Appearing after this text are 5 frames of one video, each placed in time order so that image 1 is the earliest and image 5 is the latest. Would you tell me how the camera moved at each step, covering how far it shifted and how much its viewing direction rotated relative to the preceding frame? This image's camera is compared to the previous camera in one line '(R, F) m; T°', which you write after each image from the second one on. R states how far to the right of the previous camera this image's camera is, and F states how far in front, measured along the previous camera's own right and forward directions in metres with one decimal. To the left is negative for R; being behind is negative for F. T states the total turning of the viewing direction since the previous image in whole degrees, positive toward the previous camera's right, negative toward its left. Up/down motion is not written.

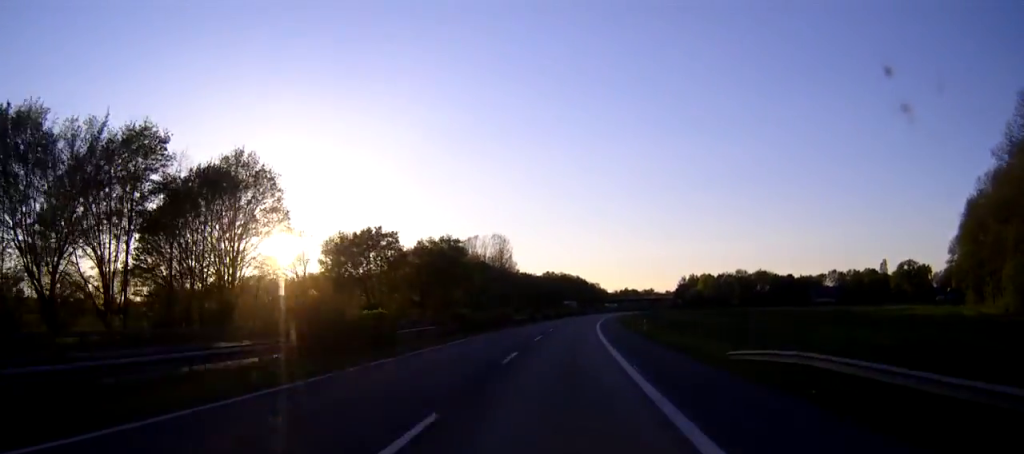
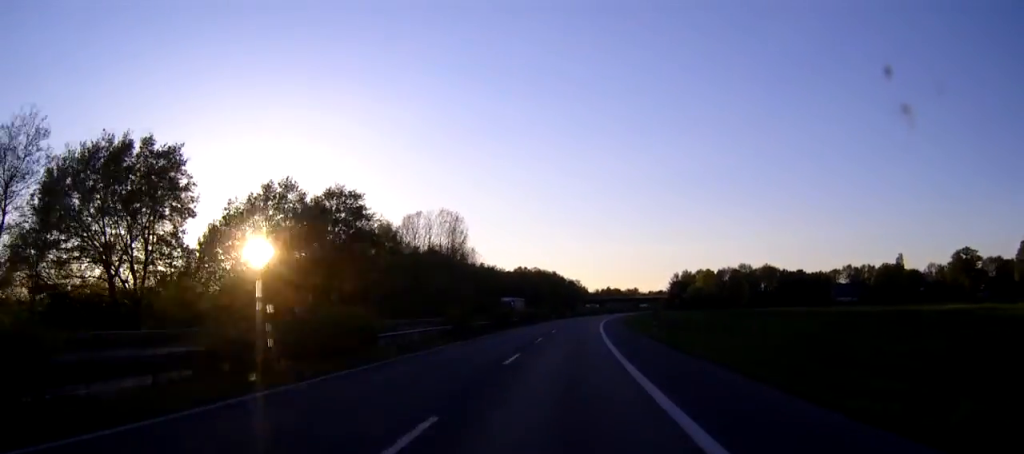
(+0.9, +53.5) m; +2°
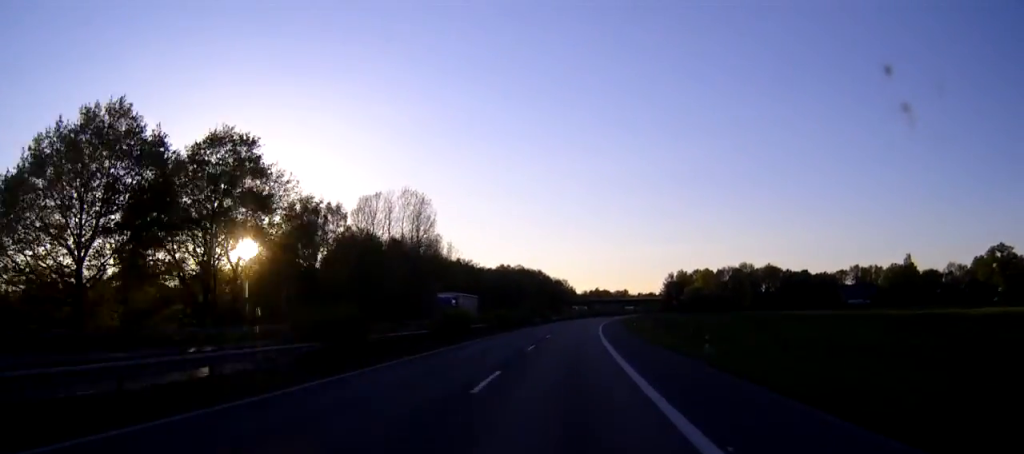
(+0.2, +25.3) m; +1°
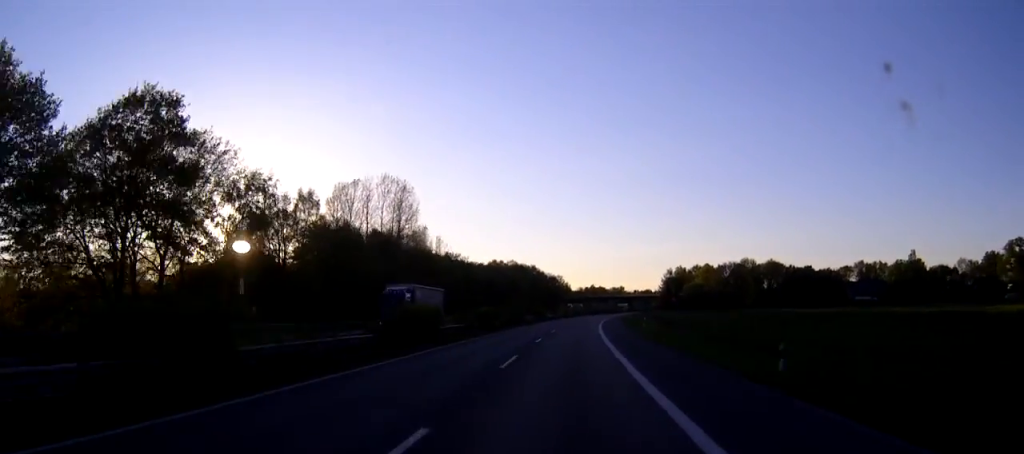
(0.0, +11.3) m; 0°
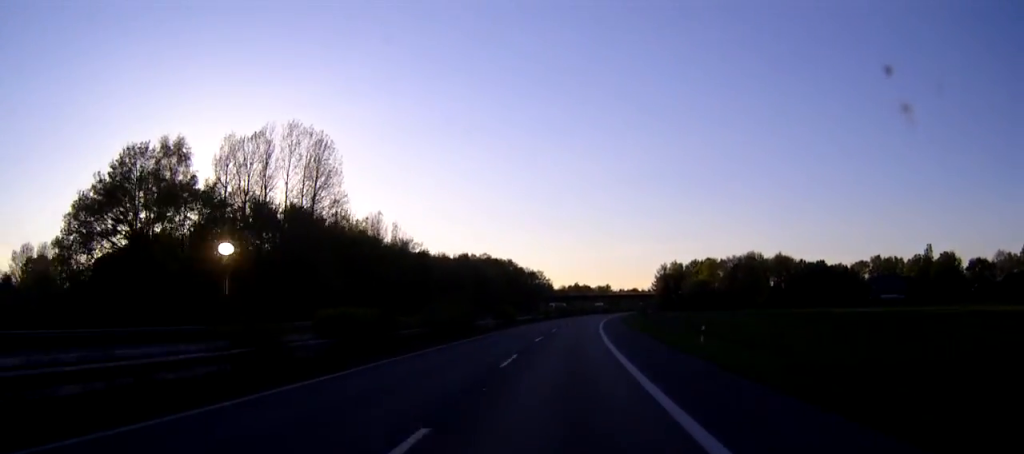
(+0.4, +35.7) m; +1°
